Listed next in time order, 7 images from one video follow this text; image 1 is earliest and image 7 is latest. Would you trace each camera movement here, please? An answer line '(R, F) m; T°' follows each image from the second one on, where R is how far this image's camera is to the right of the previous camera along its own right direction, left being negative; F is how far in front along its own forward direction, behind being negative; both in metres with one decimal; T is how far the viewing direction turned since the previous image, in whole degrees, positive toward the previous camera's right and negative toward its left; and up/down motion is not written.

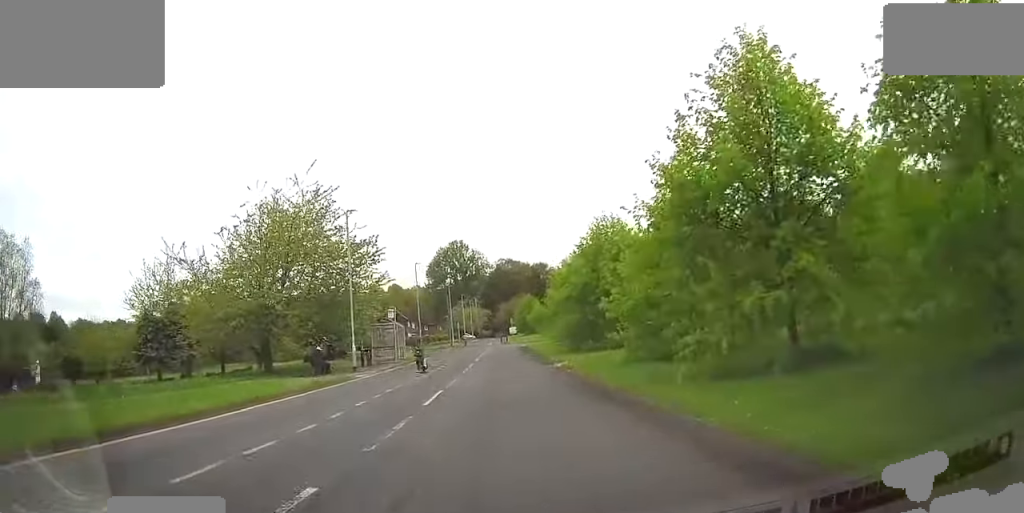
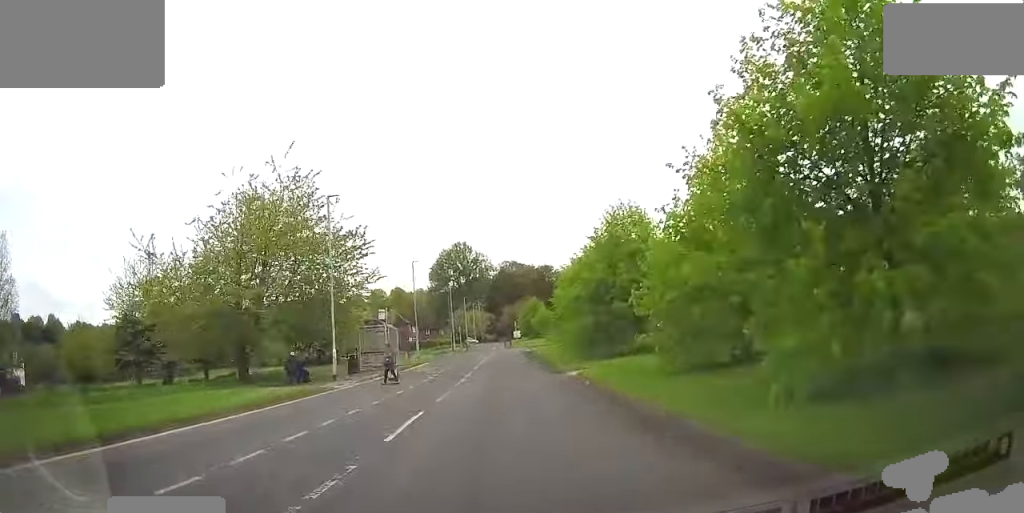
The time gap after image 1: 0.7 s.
(-0.1, +4.5) m; -2°
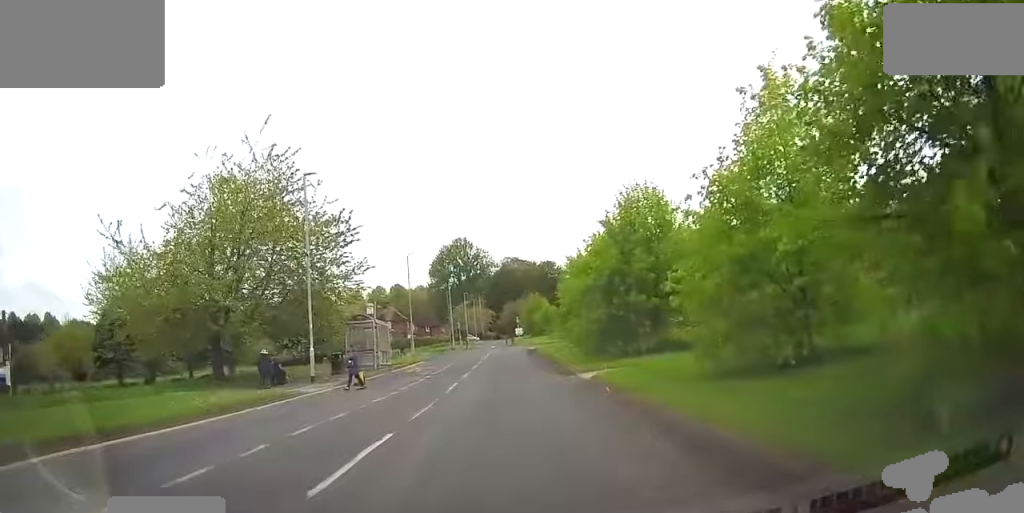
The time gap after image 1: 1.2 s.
(-0.1, +3.9) m; -3°
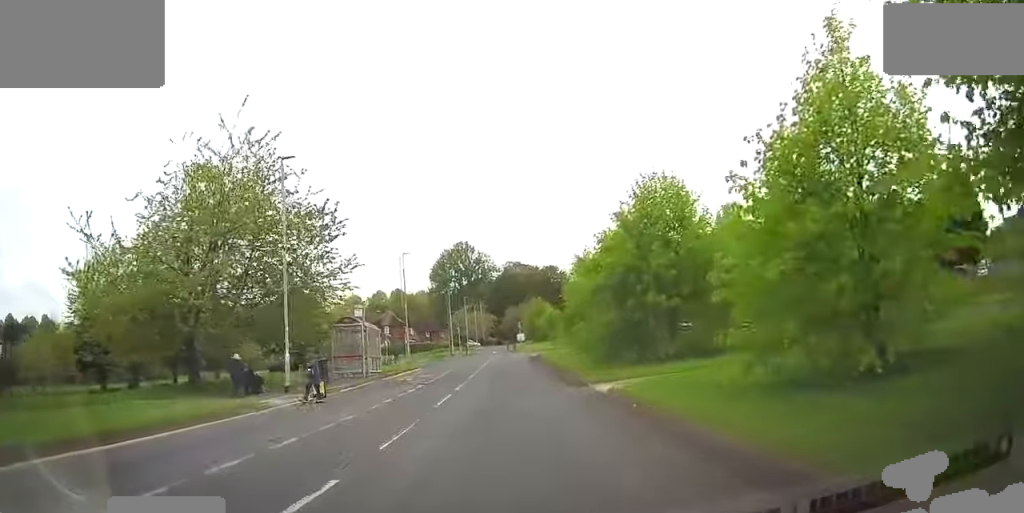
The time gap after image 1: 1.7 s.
(0.0, +3.2) m; 0°
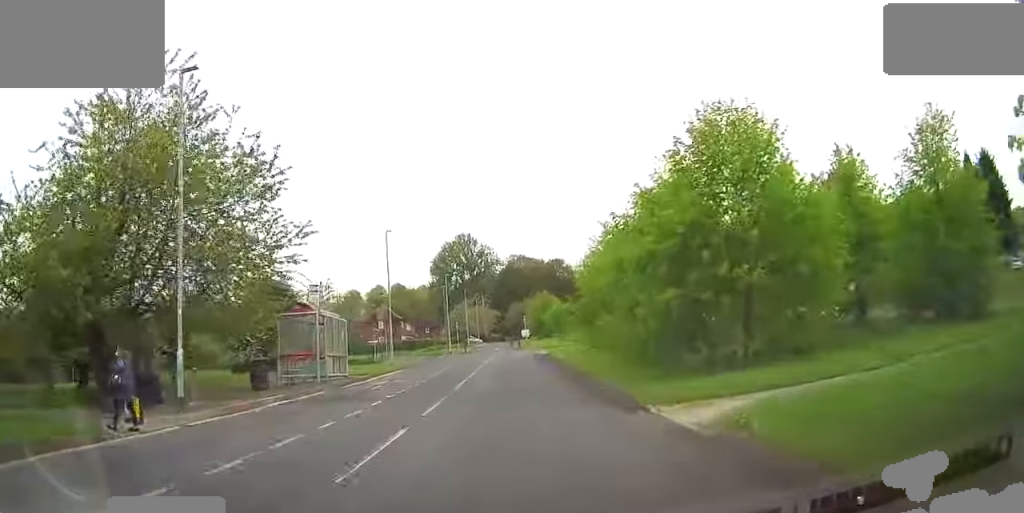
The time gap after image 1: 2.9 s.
(+0.1, +8.1) m; +1°
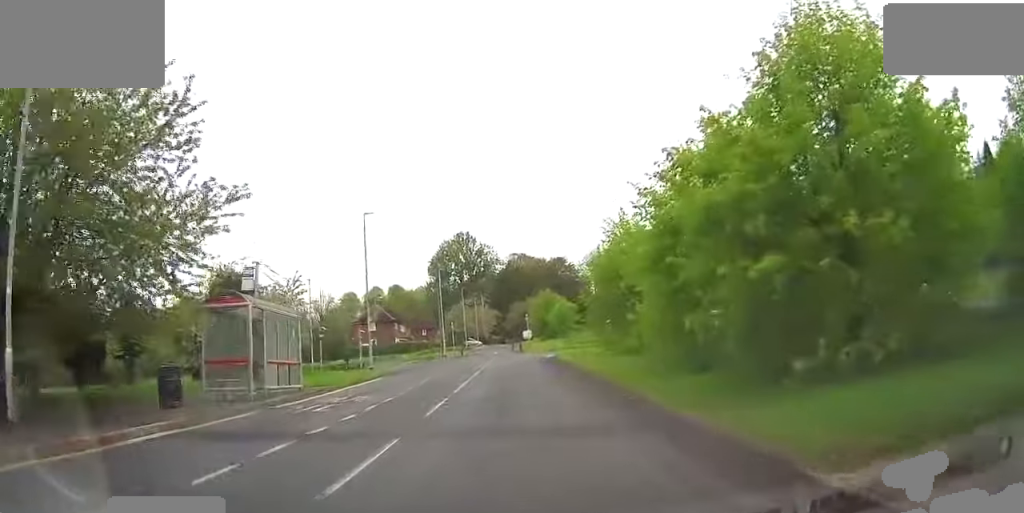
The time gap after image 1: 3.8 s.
(0.0, +6.4) m; 0°
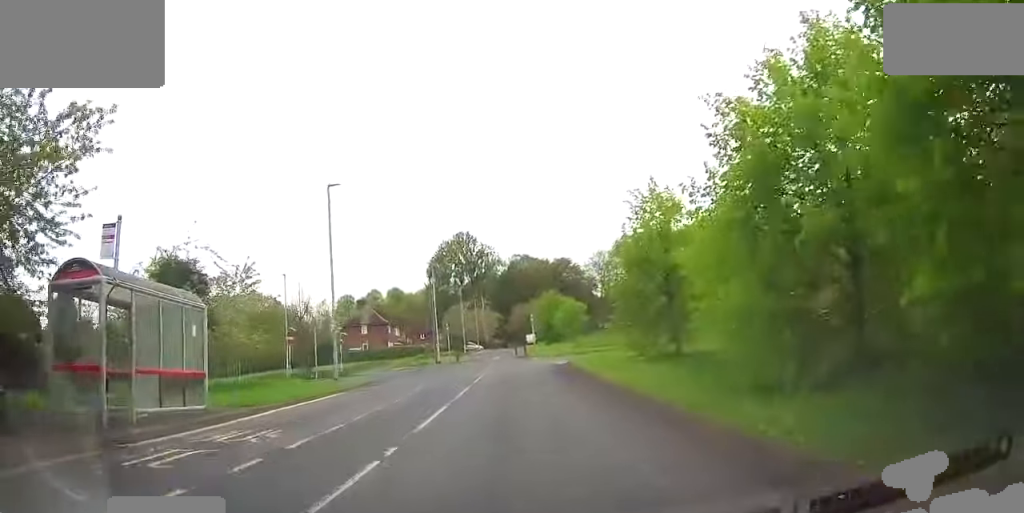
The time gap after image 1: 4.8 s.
(0.0, +7.3) m; +2°
